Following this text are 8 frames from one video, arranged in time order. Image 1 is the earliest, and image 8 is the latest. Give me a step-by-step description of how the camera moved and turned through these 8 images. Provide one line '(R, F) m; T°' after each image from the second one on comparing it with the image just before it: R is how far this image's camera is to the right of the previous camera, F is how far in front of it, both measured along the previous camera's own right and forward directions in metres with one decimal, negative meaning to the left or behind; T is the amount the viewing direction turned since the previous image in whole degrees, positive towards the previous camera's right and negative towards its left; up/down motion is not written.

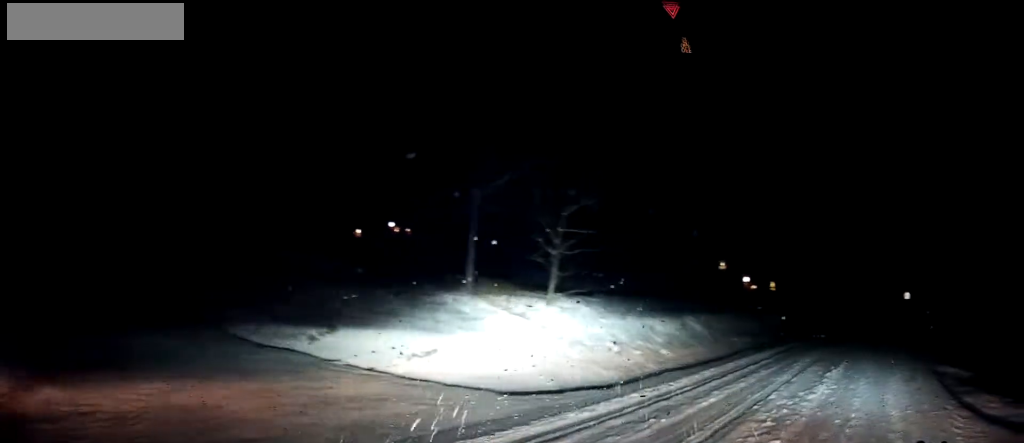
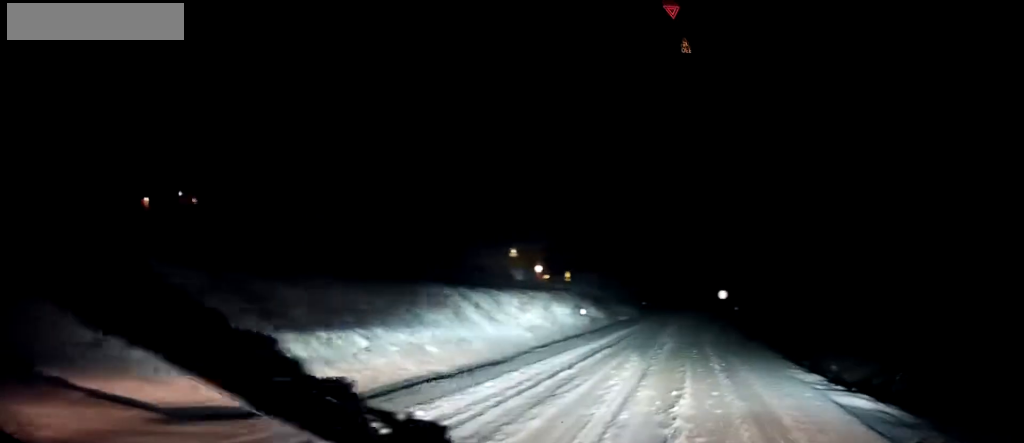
(+0.5, +3.4) m; +14°
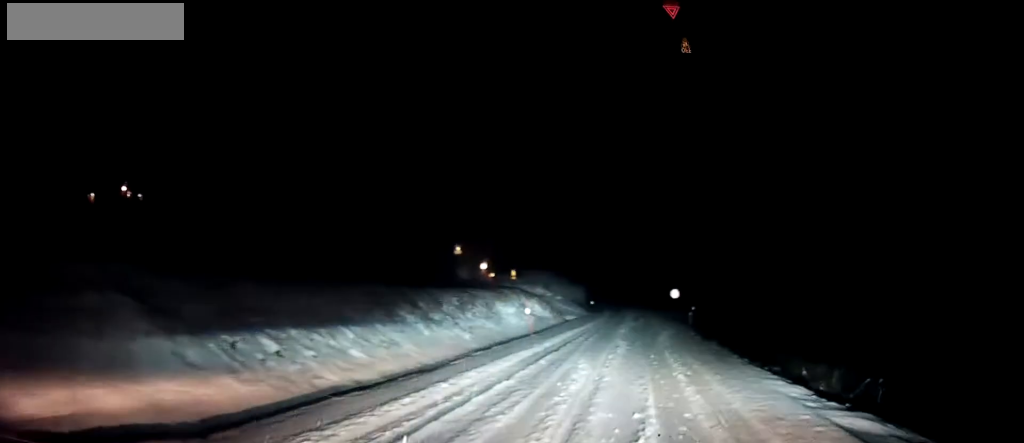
(0.0, +1.4) m; +5°
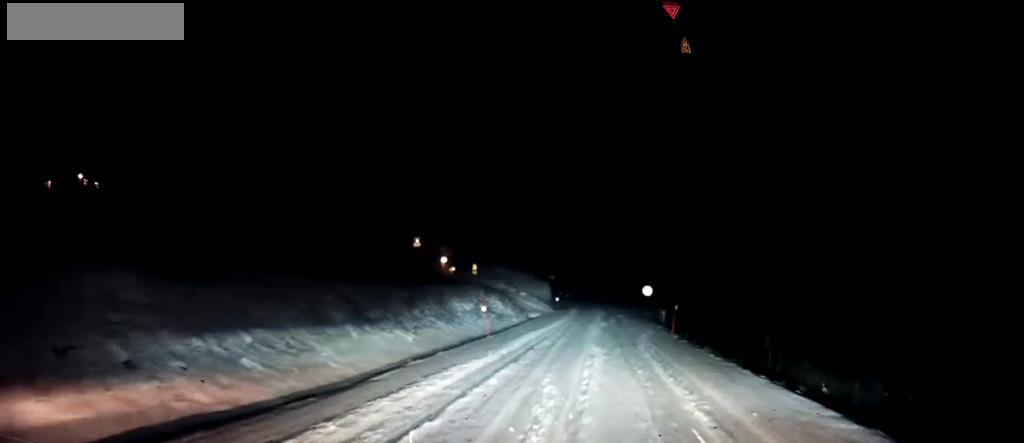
(+0.2, +2.8) m; +7°
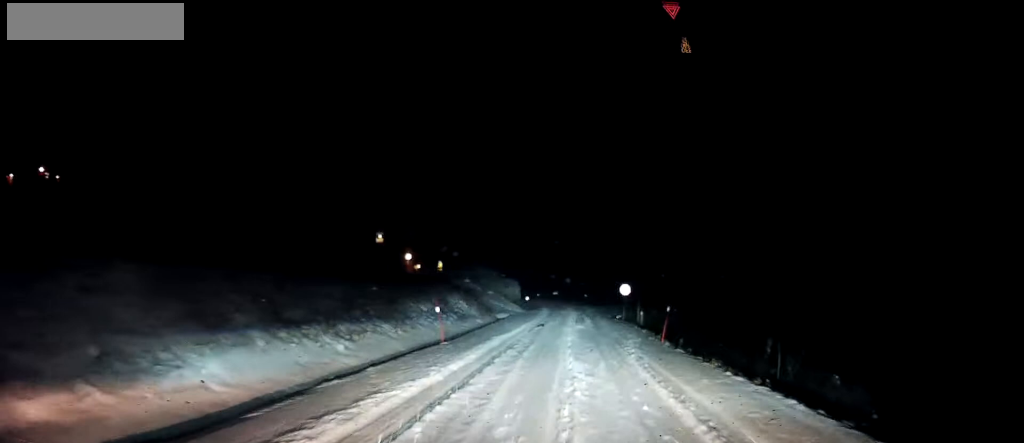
(+0.1, +2.9) m; +5°
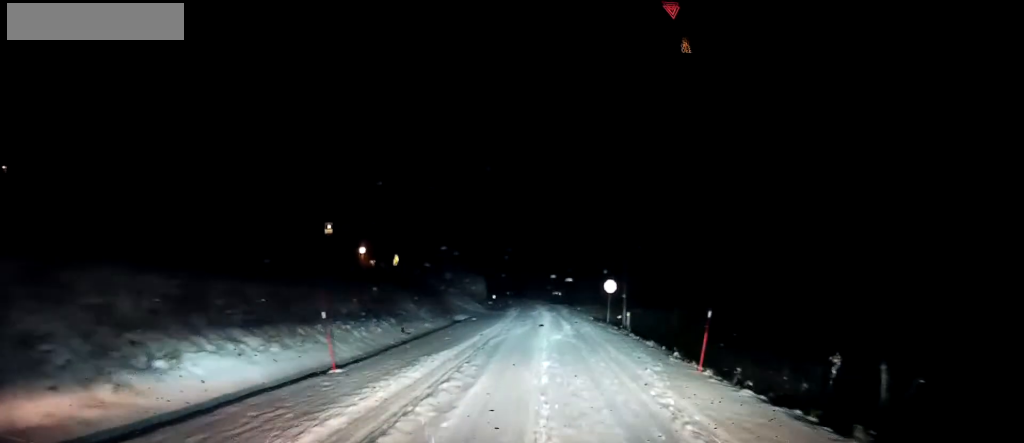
(+0.4, +6.3) m; +6°
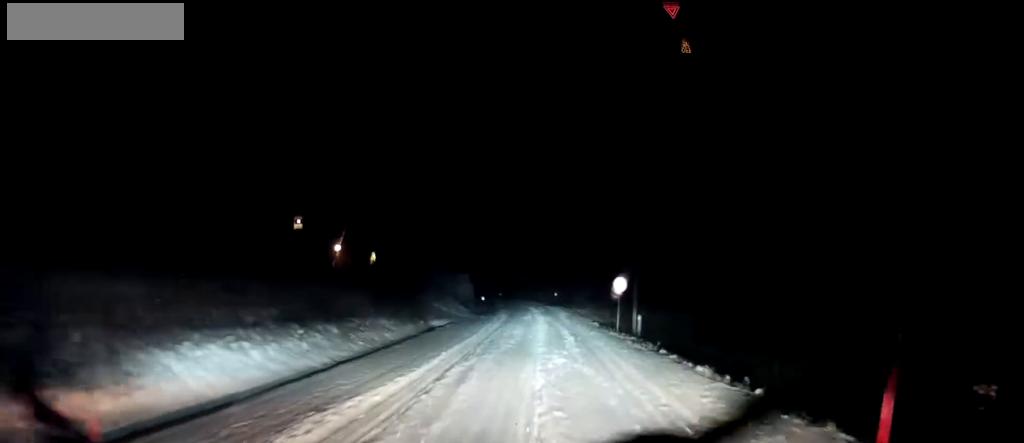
(+0.1, +5.5) m; +2°
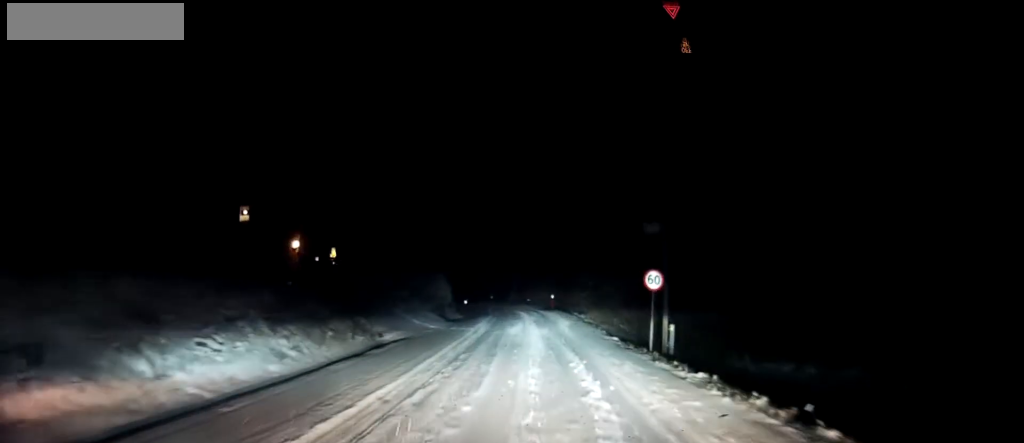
(+0.1, +8.5) m; 0°
